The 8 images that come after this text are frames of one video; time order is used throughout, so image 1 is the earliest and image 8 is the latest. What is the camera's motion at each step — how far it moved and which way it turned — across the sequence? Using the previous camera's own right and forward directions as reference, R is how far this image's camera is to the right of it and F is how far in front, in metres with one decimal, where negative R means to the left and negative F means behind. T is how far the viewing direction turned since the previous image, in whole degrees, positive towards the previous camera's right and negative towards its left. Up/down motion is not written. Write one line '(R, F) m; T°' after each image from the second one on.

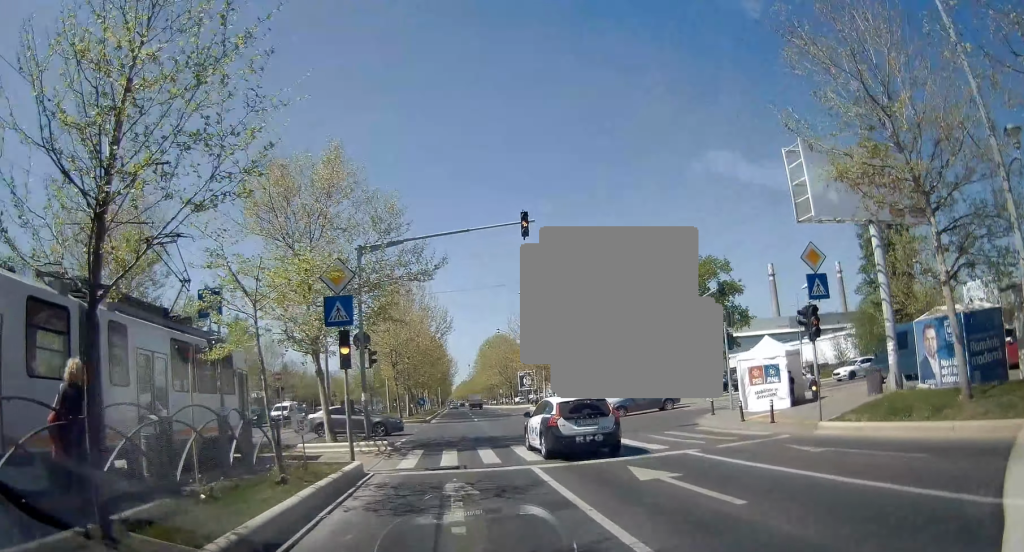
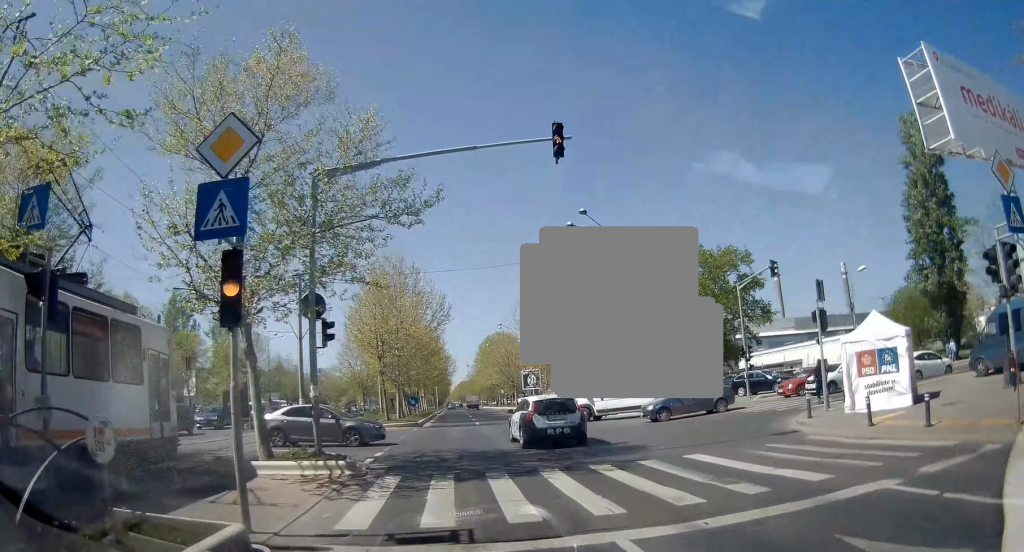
(-0.1, +7.3) m; -1°
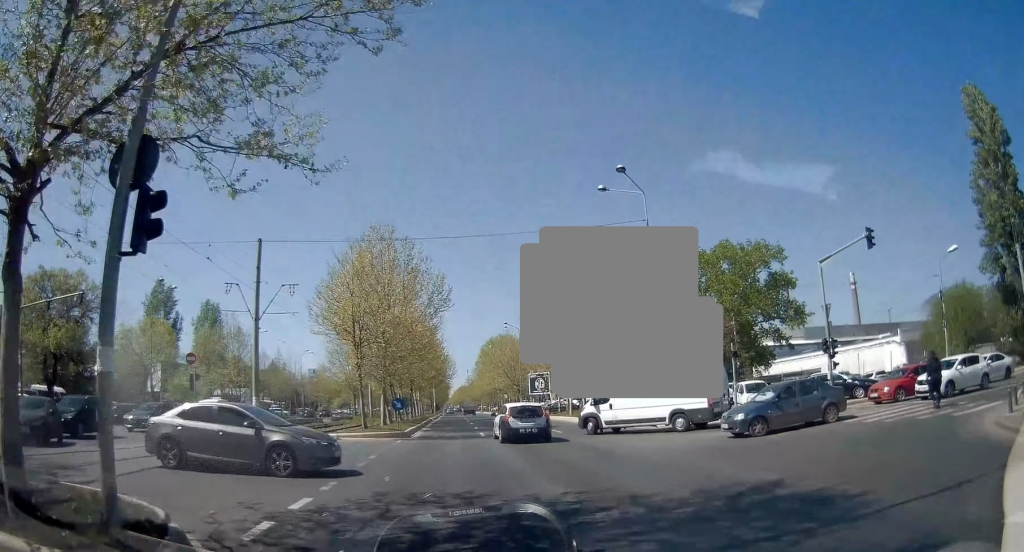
(-0.1, +8.9) m; -1°
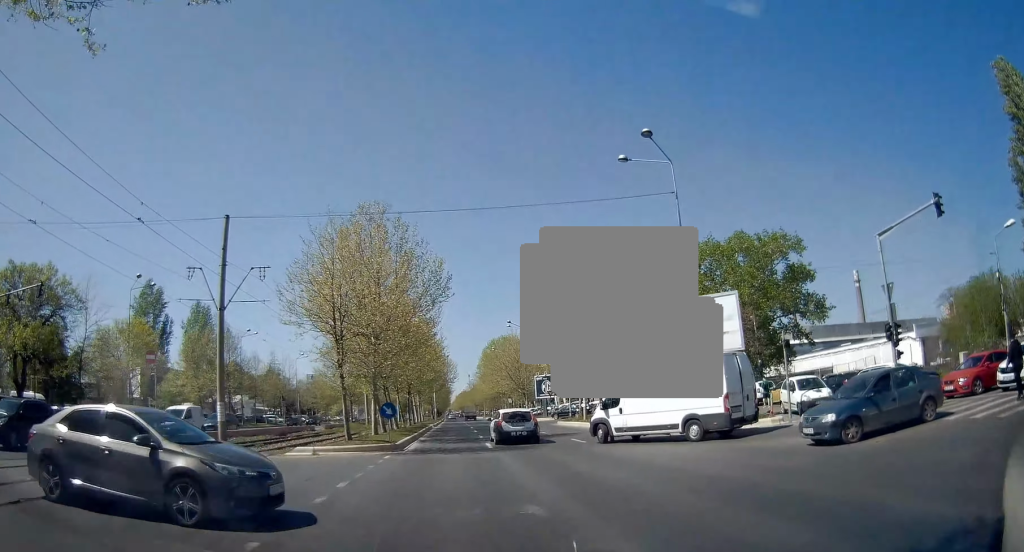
(0.0, +4.7) m; 0°
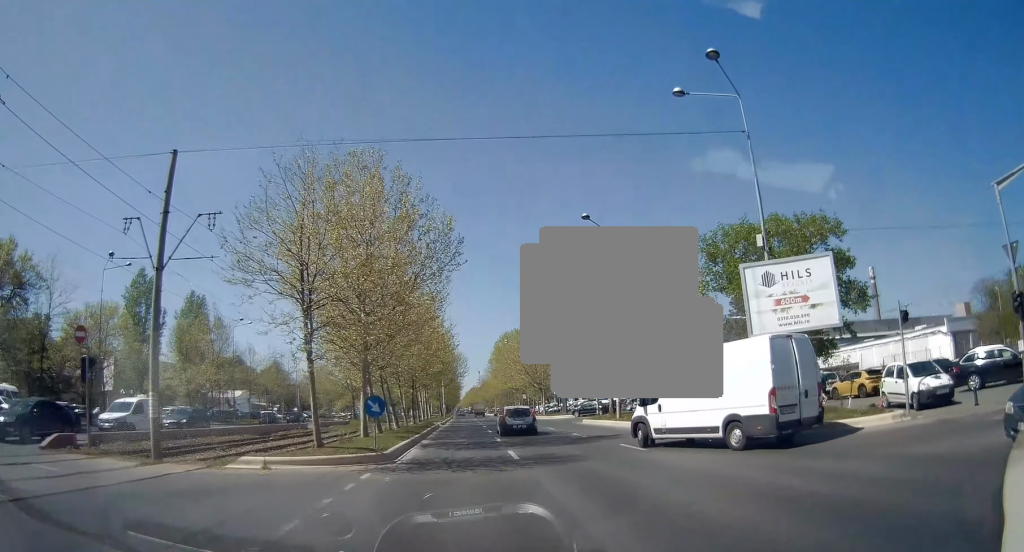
(0.0, +6.5) m; 0°
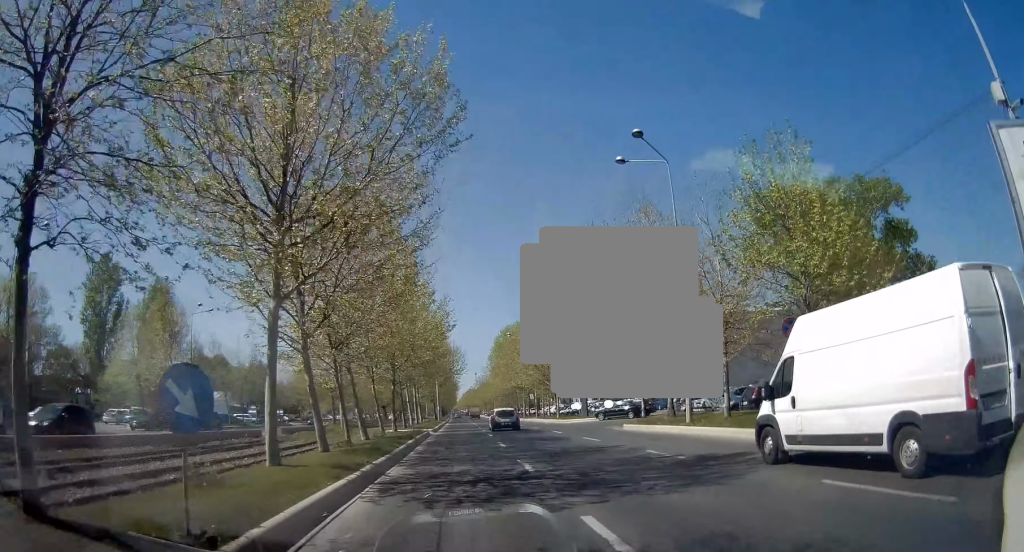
(+0.1, +11.6) m; 0°
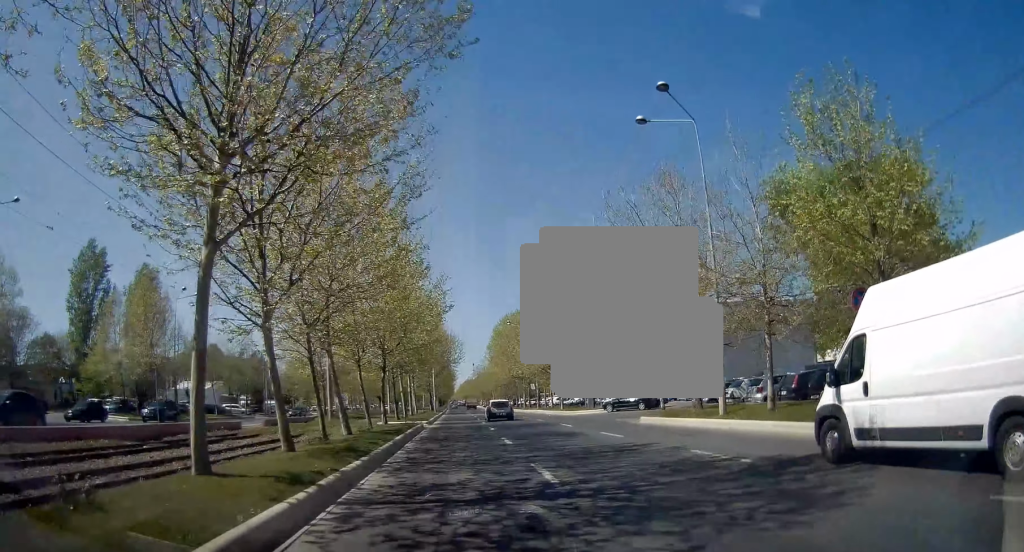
(0.0, +3.4) m; 0°
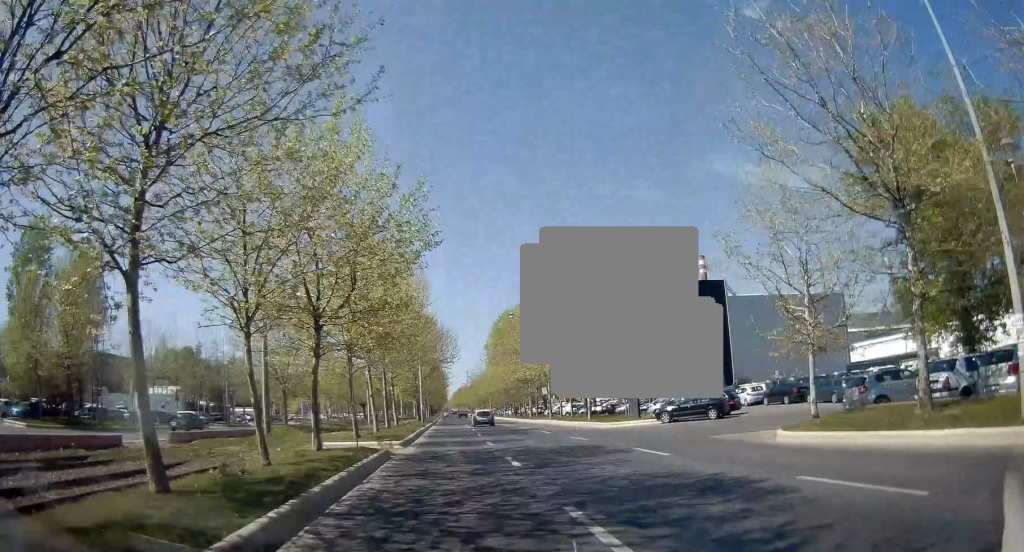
(+0.2, +13.7) m; +2°
